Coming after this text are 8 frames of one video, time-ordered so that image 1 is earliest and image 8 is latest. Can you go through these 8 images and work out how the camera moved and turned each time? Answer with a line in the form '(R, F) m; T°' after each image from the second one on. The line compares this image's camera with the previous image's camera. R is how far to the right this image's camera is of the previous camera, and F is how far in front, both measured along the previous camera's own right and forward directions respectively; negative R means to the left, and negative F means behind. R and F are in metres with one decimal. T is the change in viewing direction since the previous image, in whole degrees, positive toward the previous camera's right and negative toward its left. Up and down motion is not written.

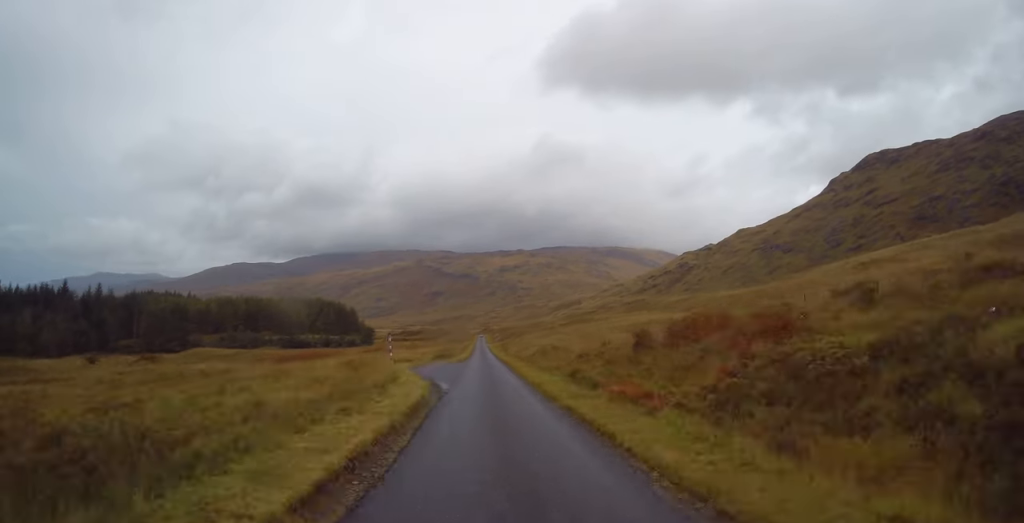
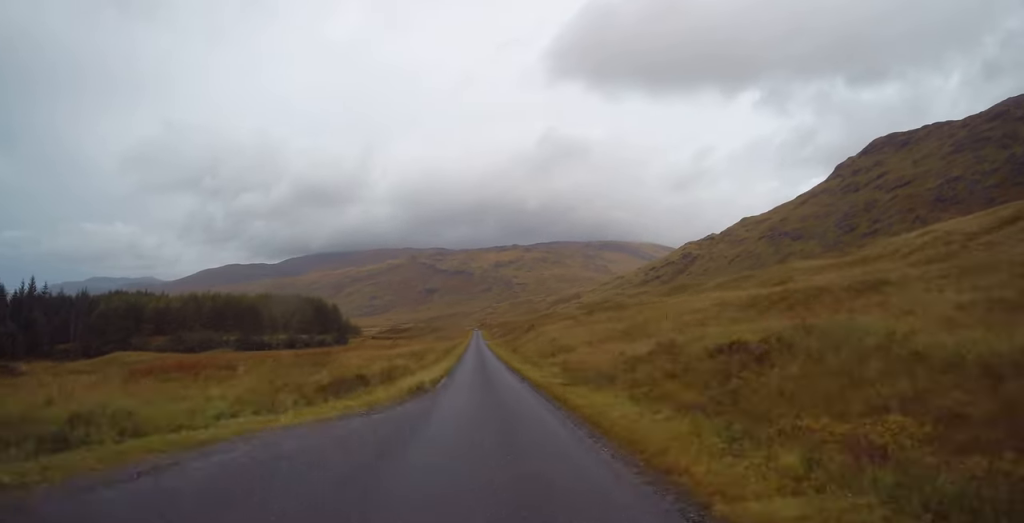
(-0.2, +41.6) m; 0°
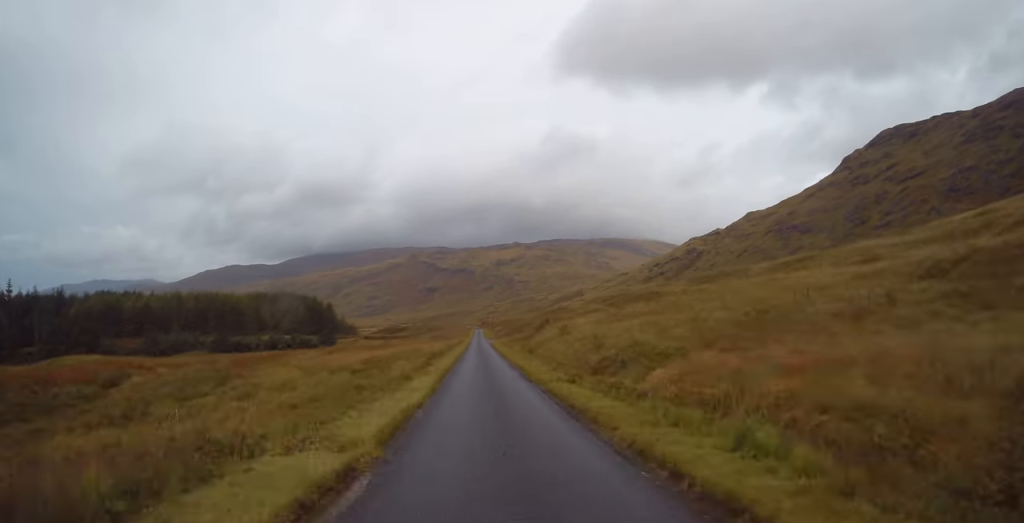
(0.0, +22.8) m; 0°
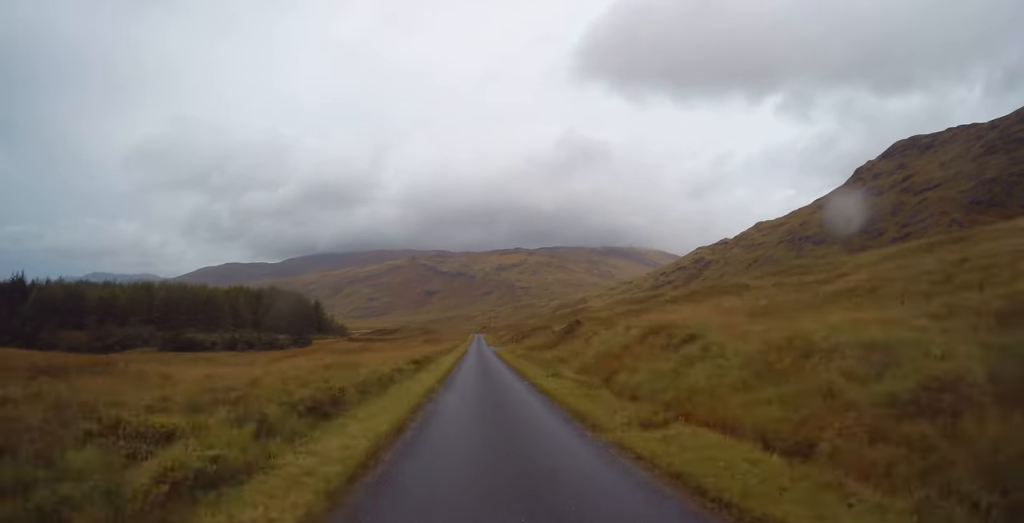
(0.0, +33.1) m; 0°
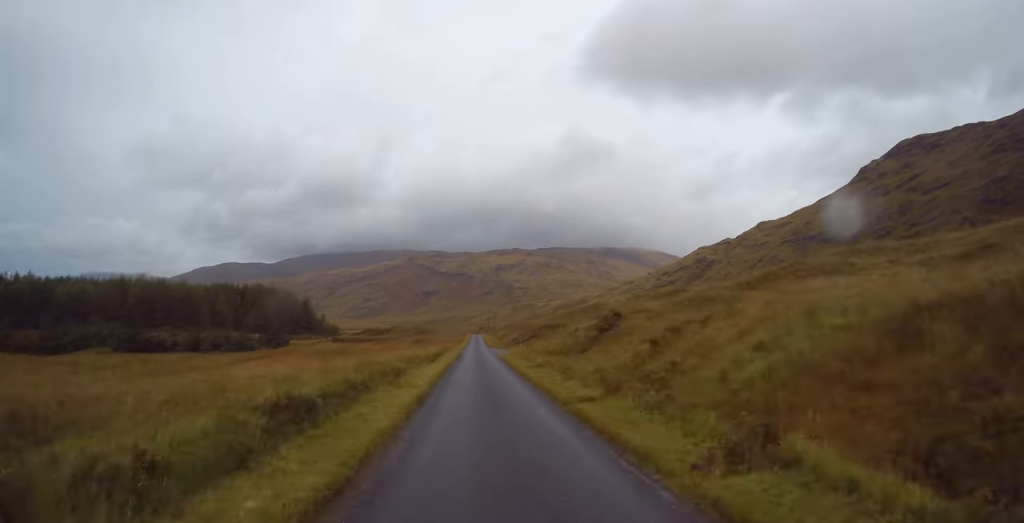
(-0.1, +25.3) m; 0°
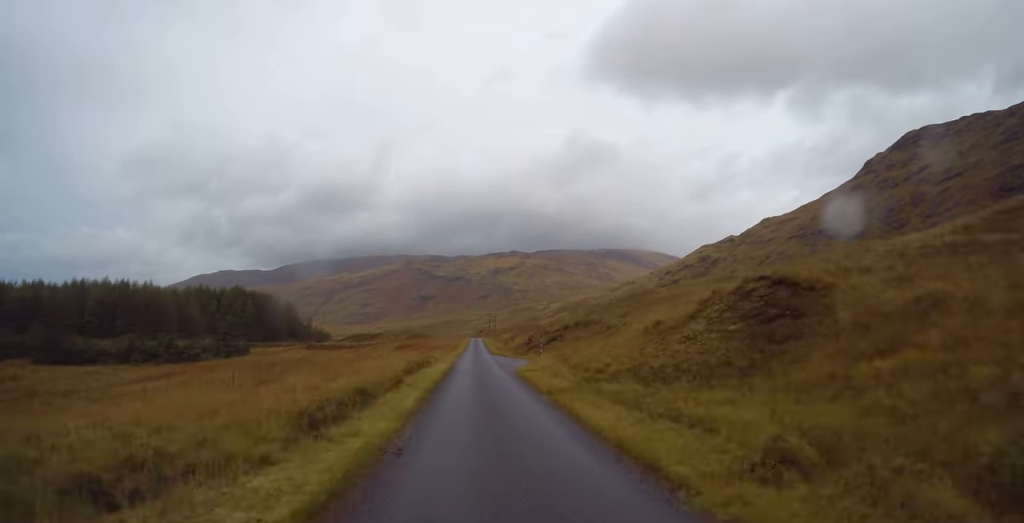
(0.0, +32.6) m; 0°
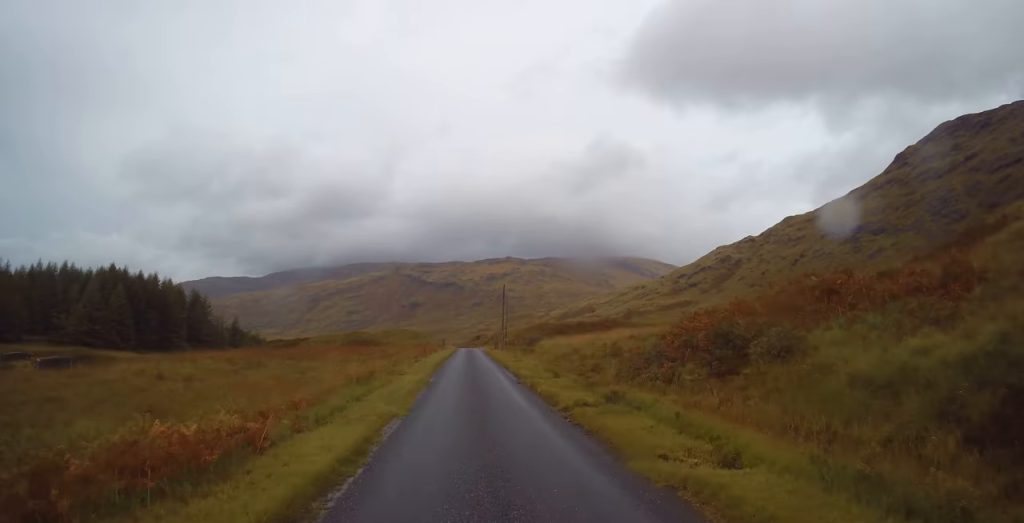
(+0.7, +76.3) m; +1°
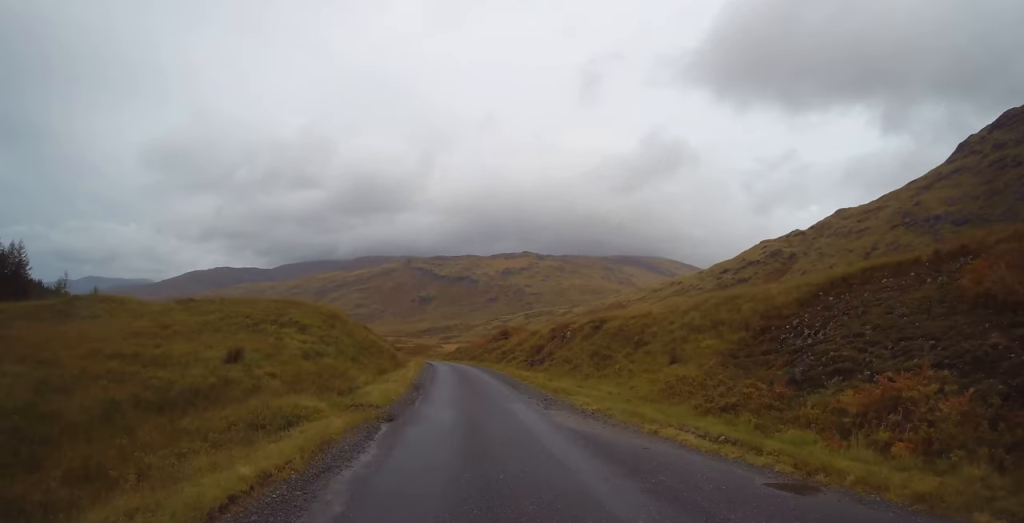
(-0.7, +90.4) m; -2°
